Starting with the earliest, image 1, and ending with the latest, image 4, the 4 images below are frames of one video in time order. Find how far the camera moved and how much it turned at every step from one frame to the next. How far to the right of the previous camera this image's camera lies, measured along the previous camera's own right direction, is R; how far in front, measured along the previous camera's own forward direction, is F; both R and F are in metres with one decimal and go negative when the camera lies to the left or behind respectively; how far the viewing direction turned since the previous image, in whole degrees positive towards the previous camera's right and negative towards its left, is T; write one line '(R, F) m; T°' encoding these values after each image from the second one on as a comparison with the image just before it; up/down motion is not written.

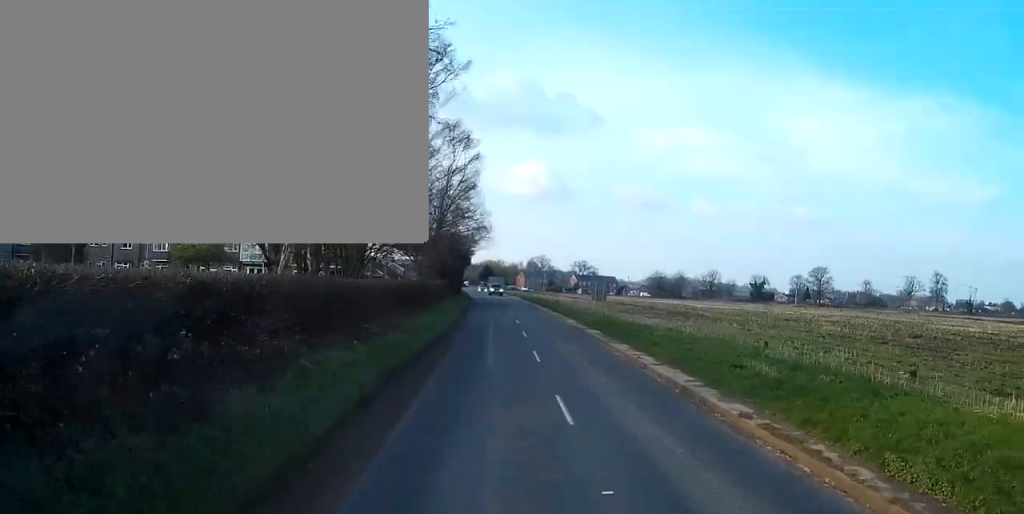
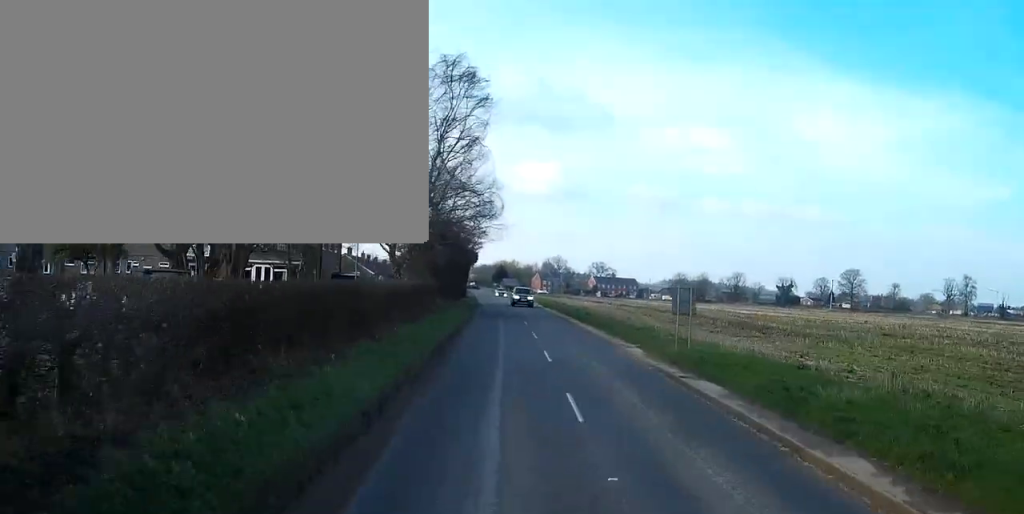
(-0.1, +18.7) m; 0°
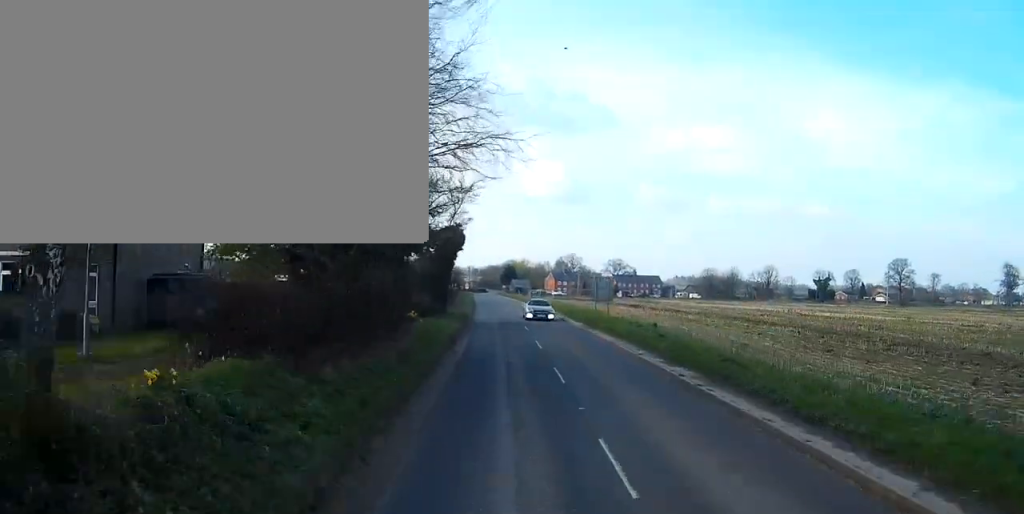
(-0.3, +33.1) m; -1°
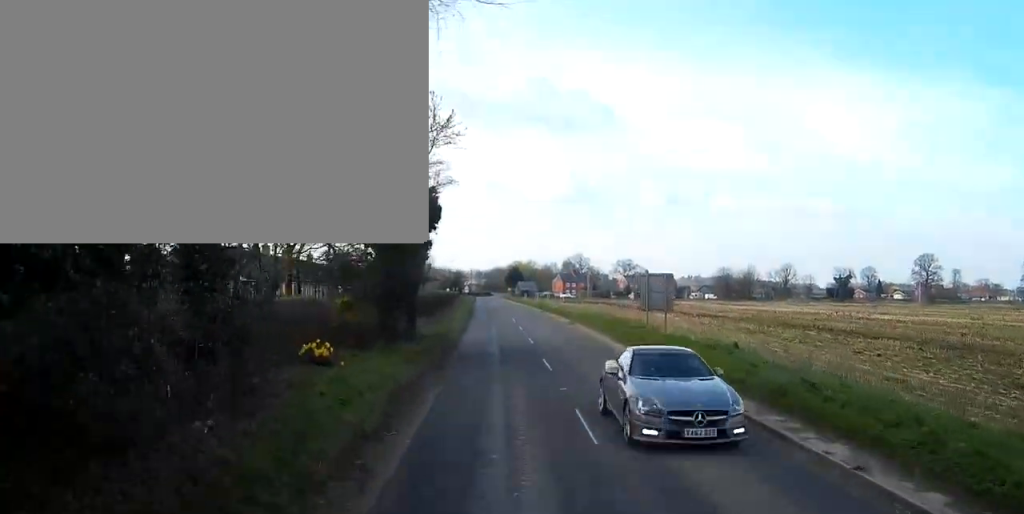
(0.0, +16.0) m; 0°
